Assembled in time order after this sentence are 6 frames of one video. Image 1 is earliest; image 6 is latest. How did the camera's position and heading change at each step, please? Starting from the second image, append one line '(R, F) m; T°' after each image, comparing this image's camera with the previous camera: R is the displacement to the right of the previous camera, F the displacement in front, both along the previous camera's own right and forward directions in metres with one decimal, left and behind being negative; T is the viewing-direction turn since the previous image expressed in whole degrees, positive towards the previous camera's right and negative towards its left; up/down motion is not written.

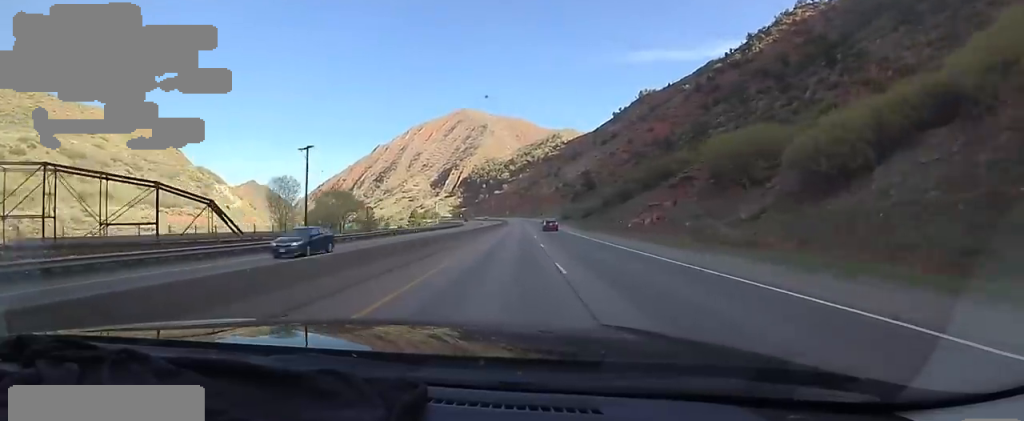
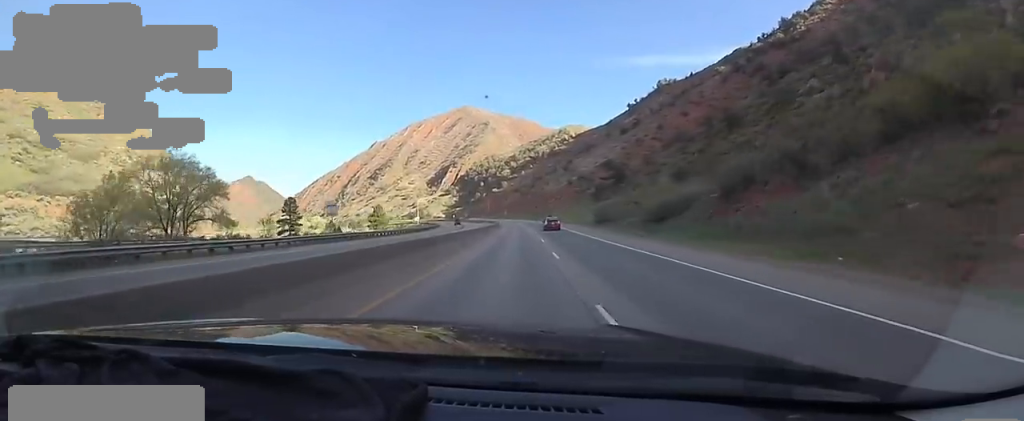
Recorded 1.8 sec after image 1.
(+1.1, +56.7) m; 0°
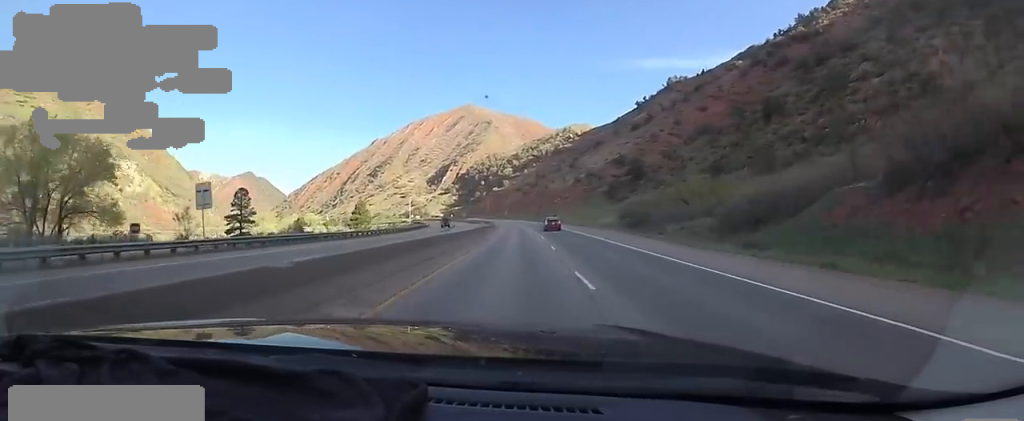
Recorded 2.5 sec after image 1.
(-0.3, +19.7) m; -2°
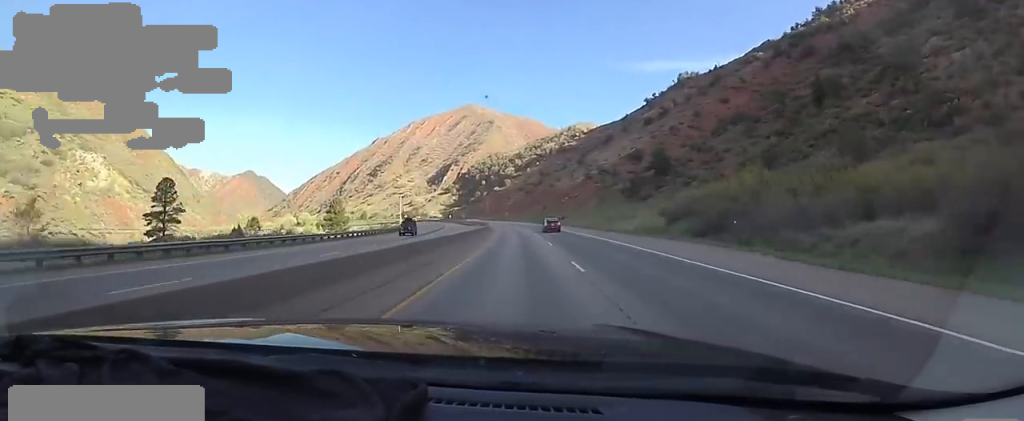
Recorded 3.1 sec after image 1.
(-0.5, +20.9) m; 0°
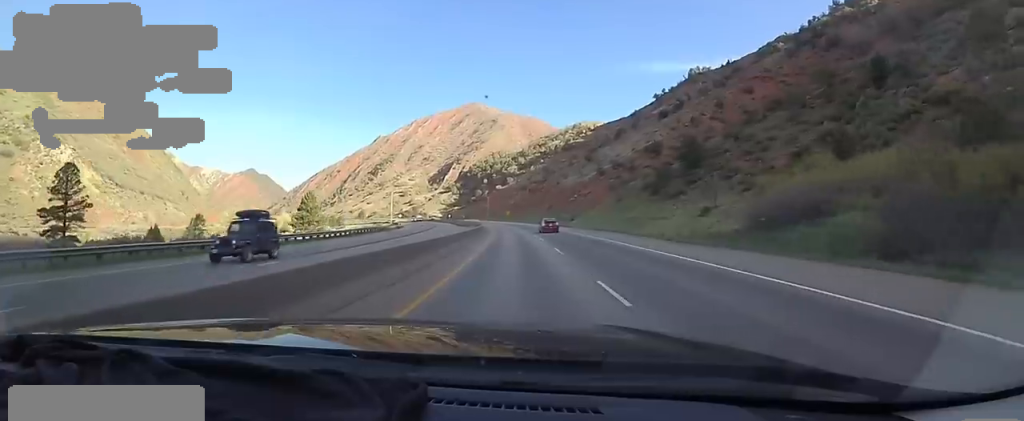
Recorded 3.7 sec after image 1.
(-0.2, +17.7) m; 0°
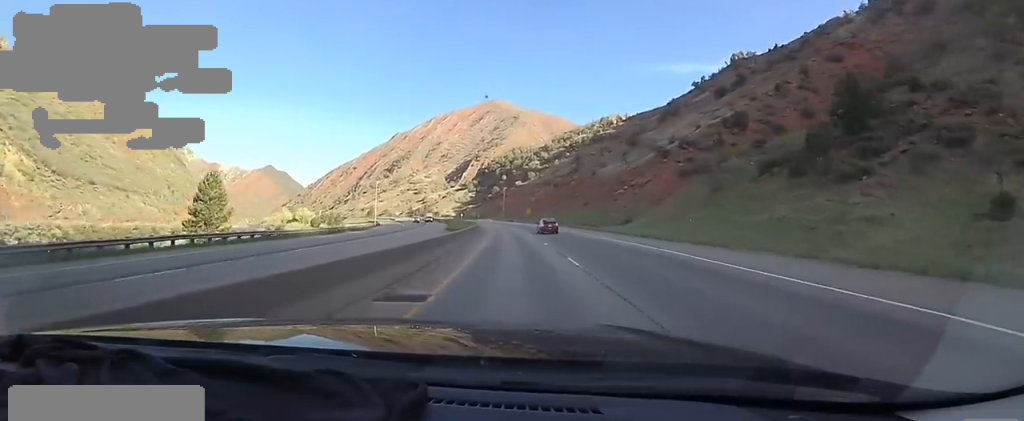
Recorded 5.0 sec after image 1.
(+0.2, +41.3) m; -1°
